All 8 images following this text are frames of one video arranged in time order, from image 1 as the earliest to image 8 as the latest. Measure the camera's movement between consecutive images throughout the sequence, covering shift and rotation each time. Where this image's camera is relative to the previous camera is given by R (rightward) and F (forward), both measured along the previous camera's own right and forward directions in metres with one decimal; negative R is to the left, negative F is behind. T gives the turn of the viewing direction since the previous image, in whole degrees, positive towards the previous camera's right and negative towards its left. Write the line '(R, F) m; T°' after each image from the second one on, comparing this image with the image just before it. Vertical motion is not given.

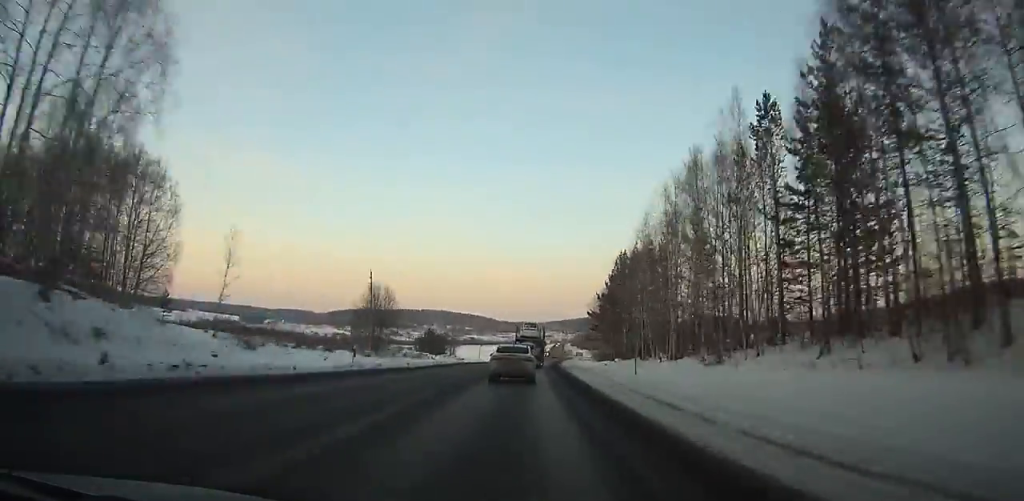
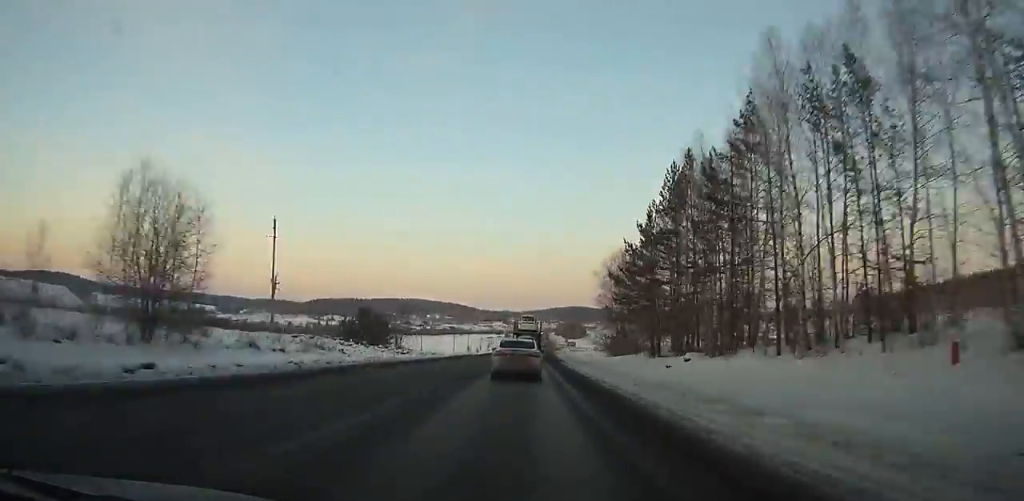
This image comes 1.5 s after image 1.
(+0.1, +35.8) m; +1°
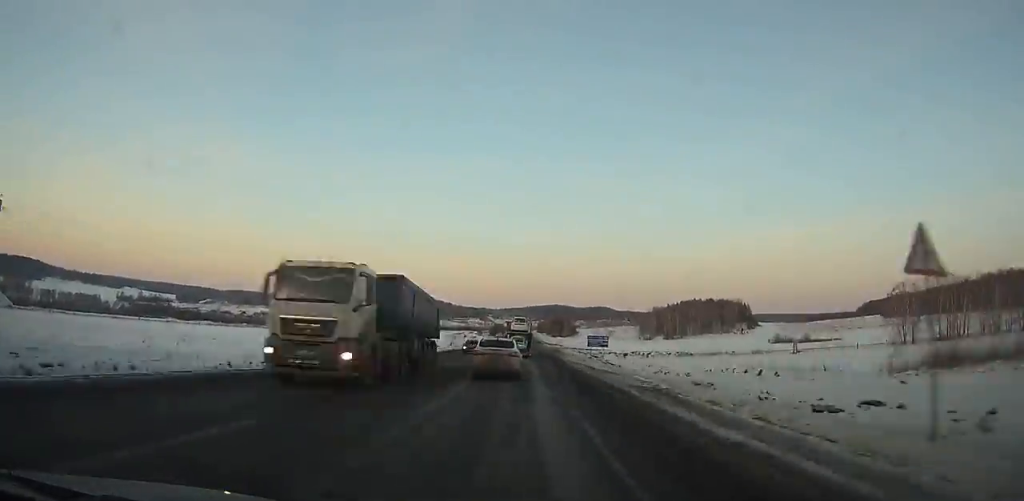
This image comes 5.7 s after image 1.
(+2.6, +102.2) m; +2°
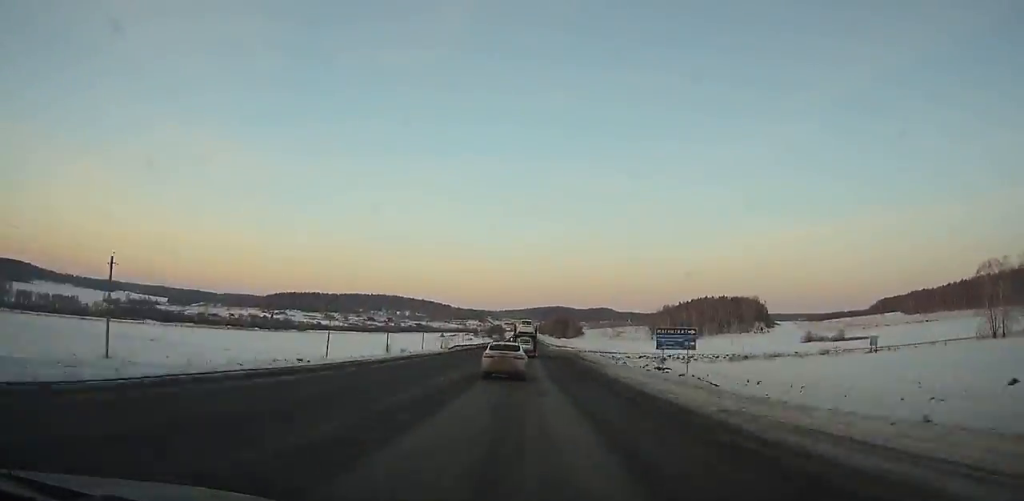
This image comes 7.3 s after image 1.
(0.0, +38.6) m; 0°
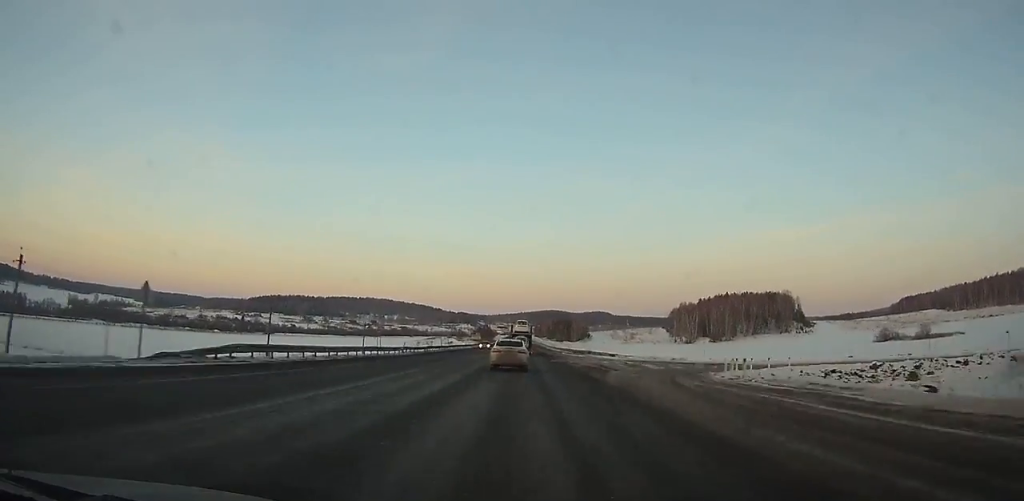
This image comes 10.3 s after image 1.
(+0.3, +72.3) m; 0°
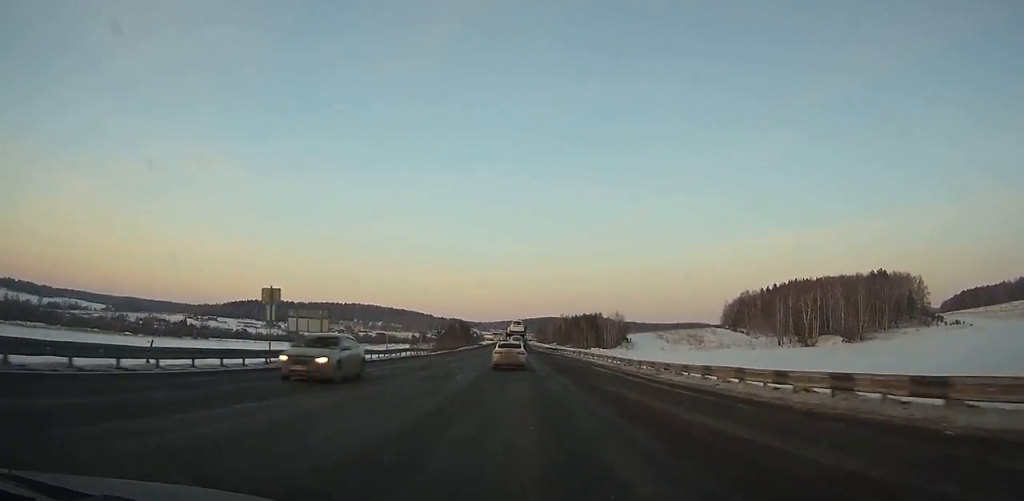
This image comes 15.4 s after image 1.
(-0.3, +124.1) m; -1°
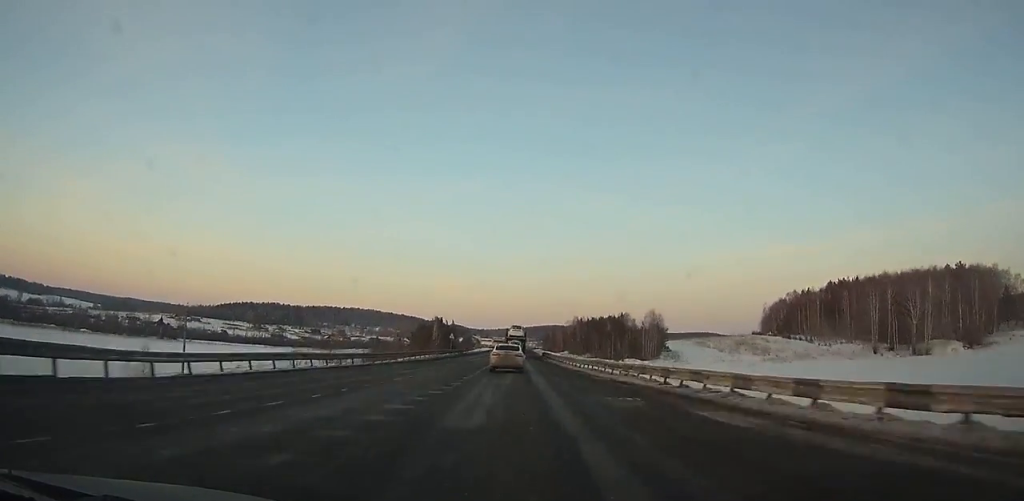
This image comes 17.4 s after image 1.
(-0.1, +49.0) m; 0°
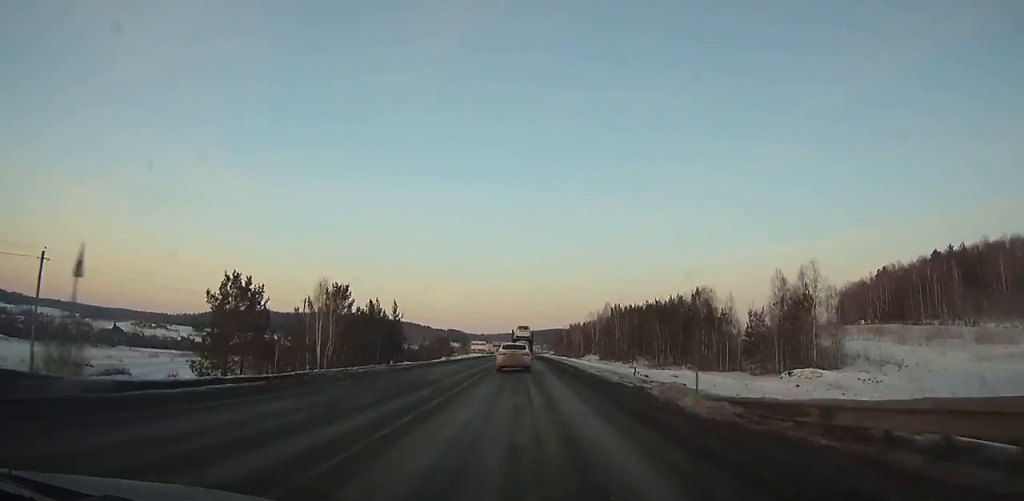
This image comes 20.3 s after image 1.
(-0.1, +70.9) m; 0°
